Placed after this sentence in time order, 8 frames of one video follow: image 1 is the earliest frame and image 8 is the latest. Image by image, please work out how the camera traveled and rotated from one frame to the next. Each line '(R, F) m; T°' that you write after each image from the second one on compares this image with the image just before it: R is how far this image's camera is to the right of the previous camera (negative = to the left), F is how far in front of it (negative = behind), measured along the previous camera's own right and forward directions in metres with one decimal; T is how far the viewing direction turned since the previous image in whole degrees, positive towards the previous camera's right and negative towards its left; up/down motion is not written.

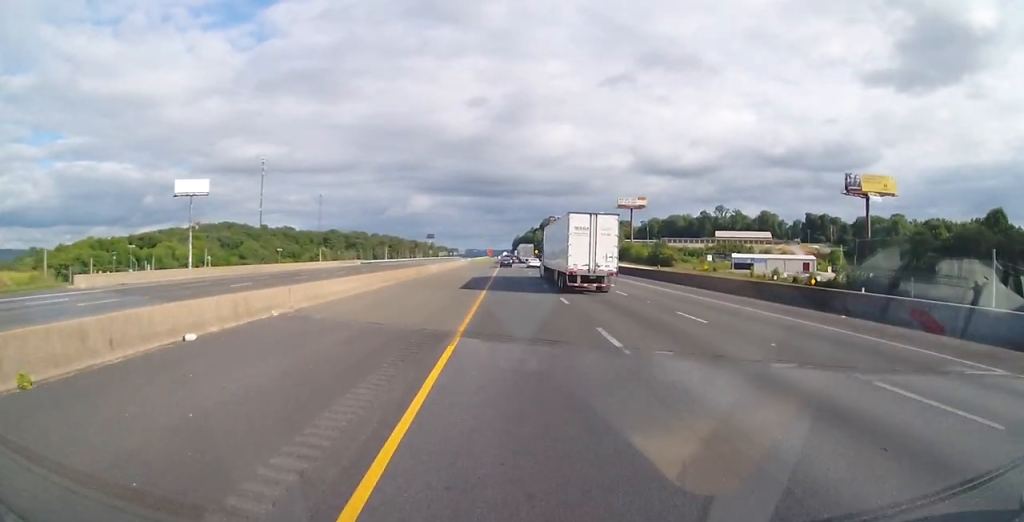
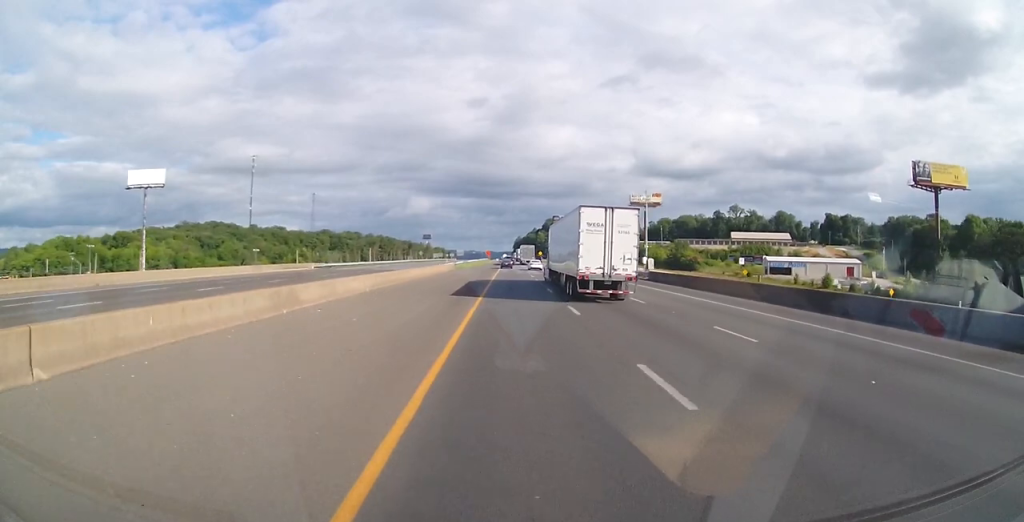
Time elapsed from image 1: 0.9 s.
(+0.2, +27.8) m; -1°
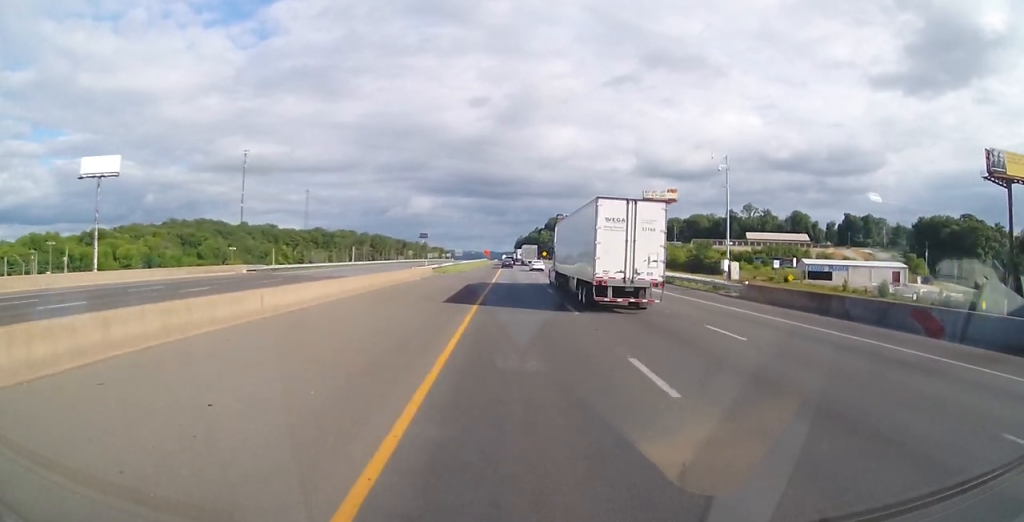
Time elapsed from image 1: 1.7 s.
(-0.4, +22.9) m; -1°
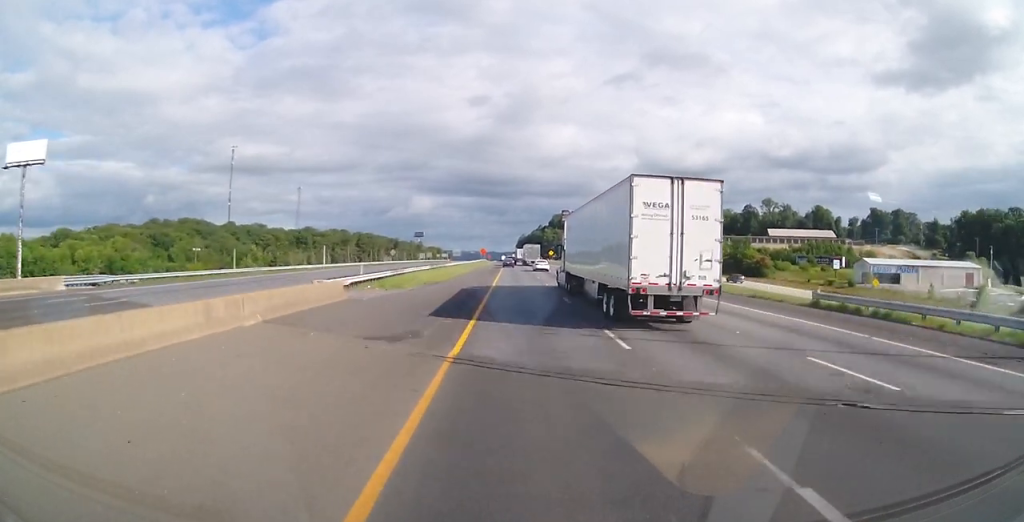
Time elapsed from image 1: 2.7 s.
(0.0, +29.2) m; 0°
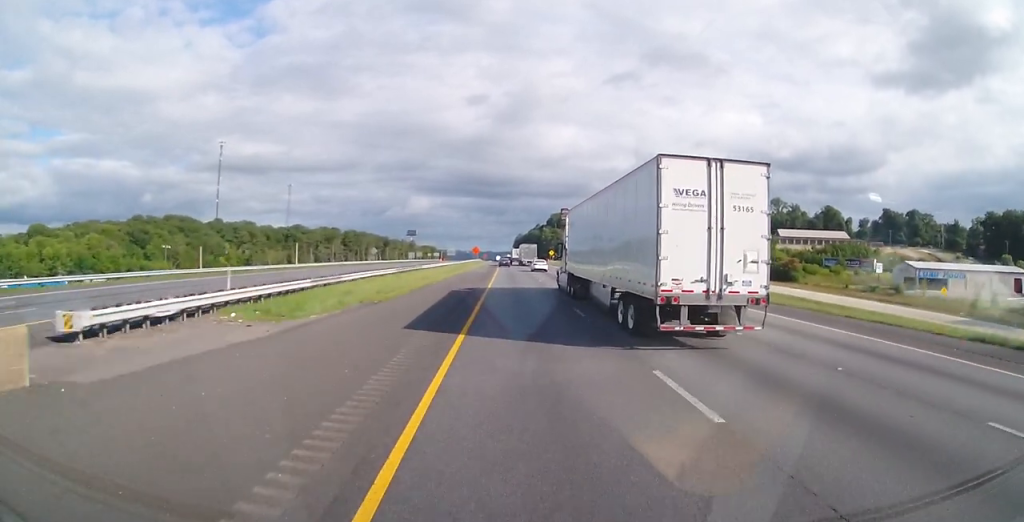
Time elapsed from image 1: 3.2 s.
(0.0, +17.2) m; 0°
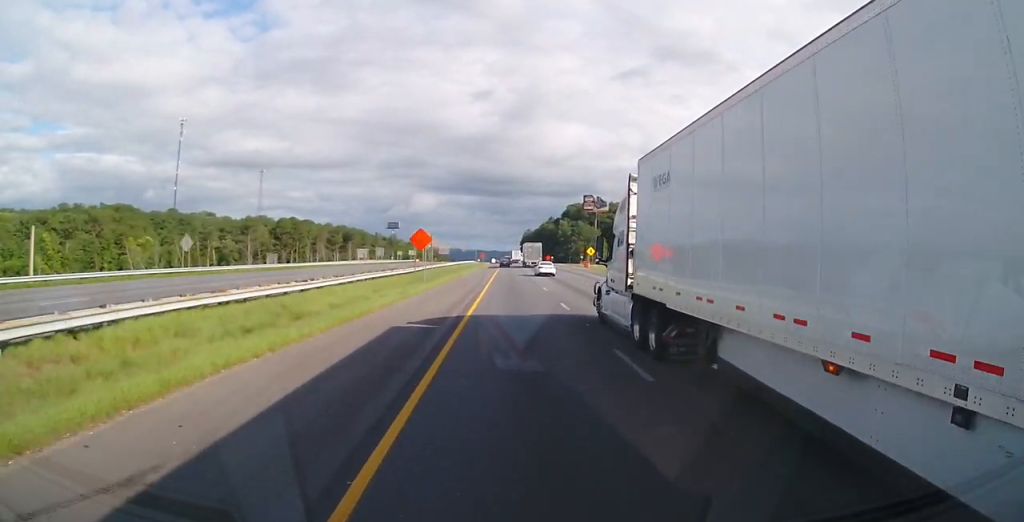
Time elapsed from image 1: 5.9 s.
(-0.4, +81.3) m; -1°
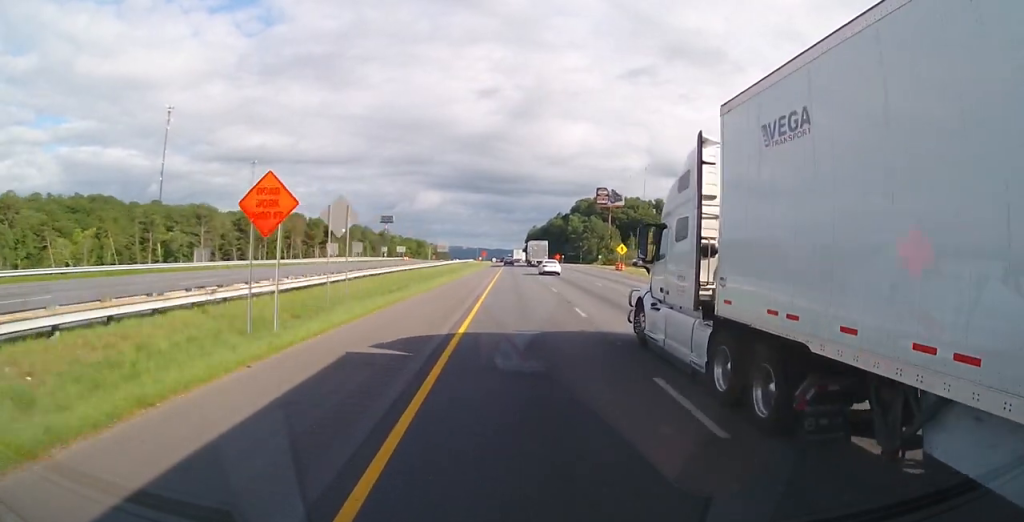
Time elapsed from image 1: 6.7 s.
(-0.4, +27.1) m; -1°
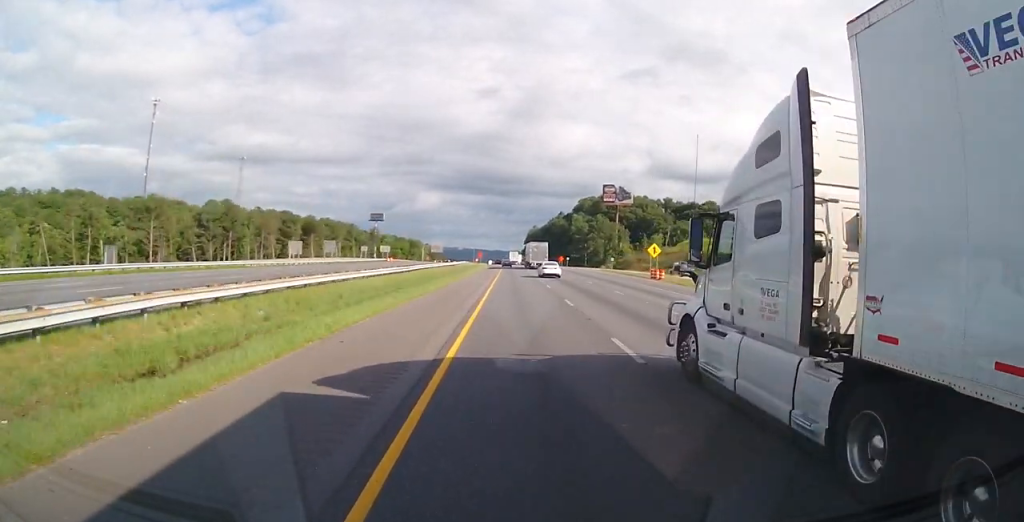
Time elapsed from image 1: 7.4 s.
(-0.1, +19.9) m; 0°
